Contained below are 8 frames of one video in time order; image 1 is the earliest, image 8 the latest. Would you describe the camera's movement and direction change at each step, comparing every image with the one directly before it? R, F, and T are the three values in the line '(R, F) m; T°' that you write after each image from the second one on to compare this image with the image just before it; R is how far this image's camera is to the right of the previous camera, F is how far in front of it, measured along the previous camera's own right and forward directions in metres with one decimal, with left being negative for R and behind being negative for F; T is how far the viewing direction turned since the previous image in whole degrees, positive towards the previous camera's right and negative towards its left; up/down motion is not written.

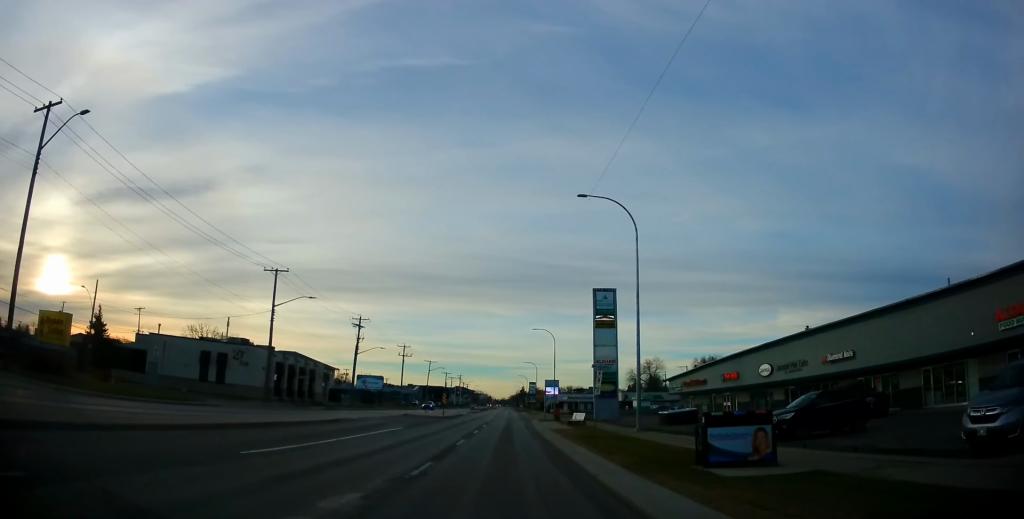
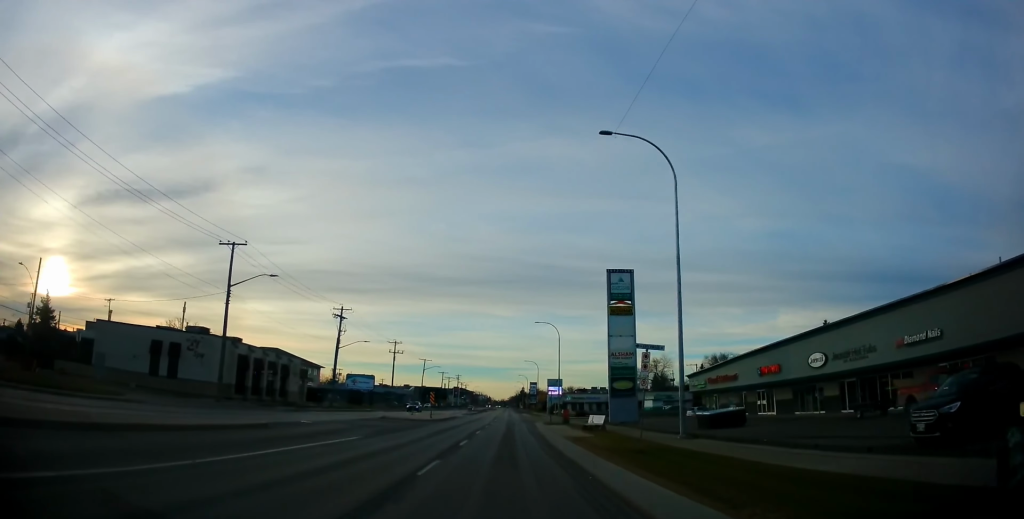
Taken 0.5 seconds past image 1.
(+0.1, +8.4) m; 0°
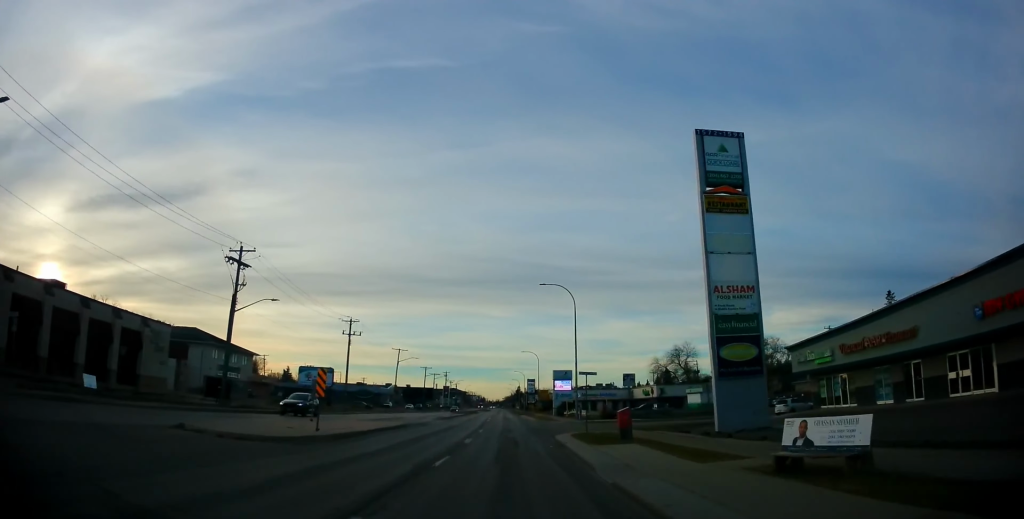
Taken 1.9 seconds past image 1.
(-0.1, +25.5) m; 0°
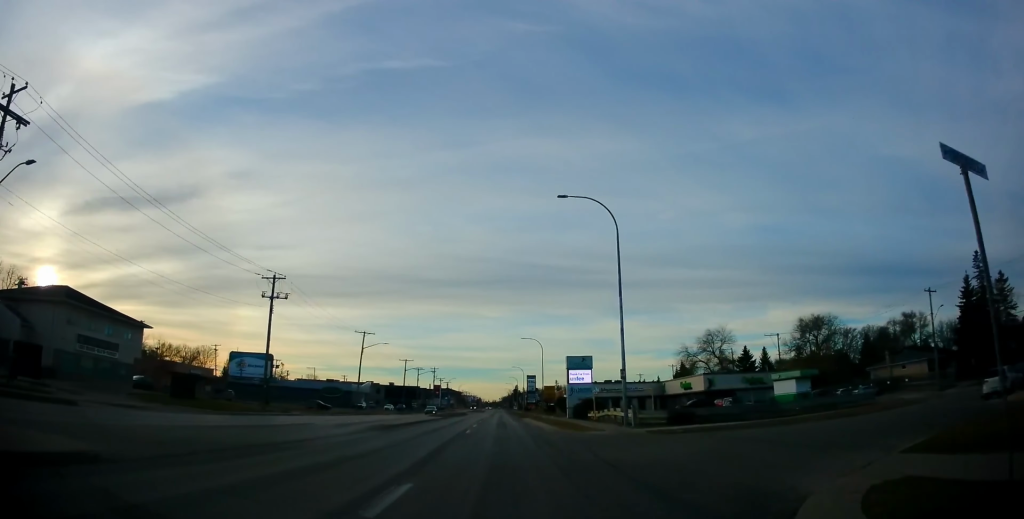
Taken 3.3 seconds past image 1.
(0.0, +24.5) m; -1°
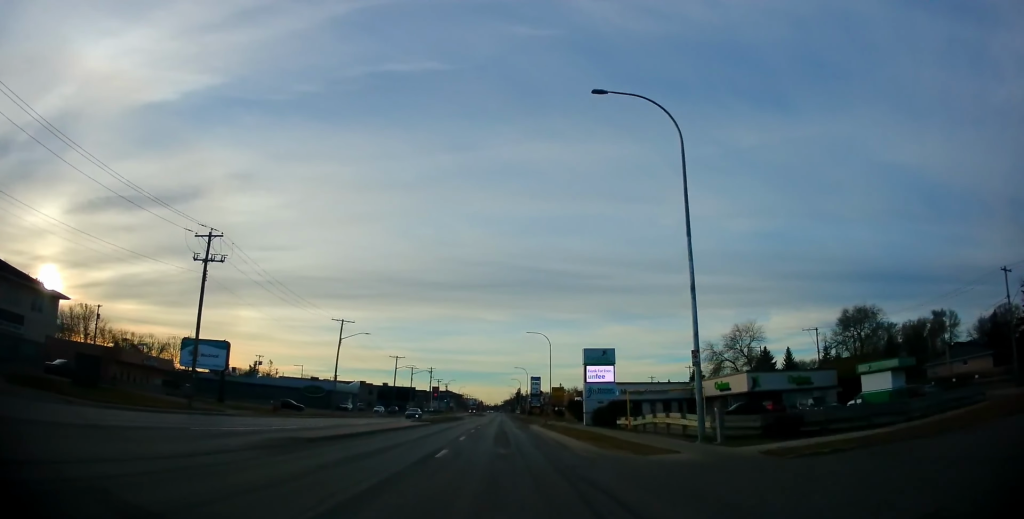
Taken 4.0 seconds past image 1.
(-0.2, +12.6) m; 0°
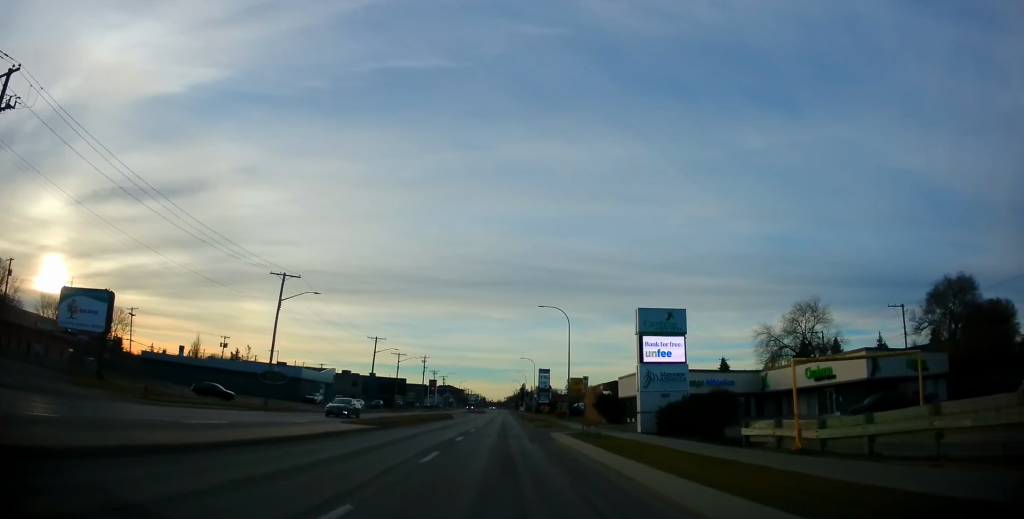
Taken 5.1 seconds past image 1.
(+0.2, +20.9) m; +1°
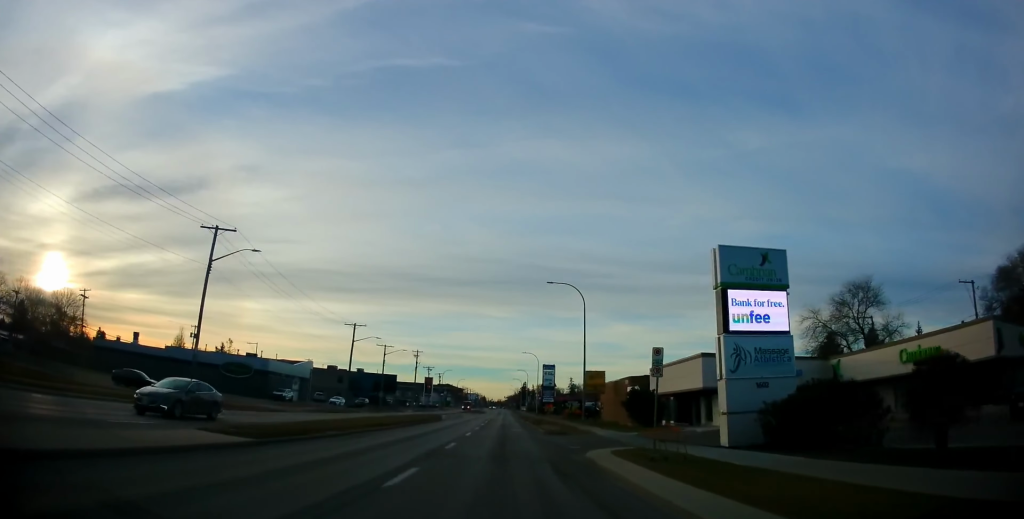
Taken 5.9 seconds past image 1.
(+0.1, +13.2) m; 0°
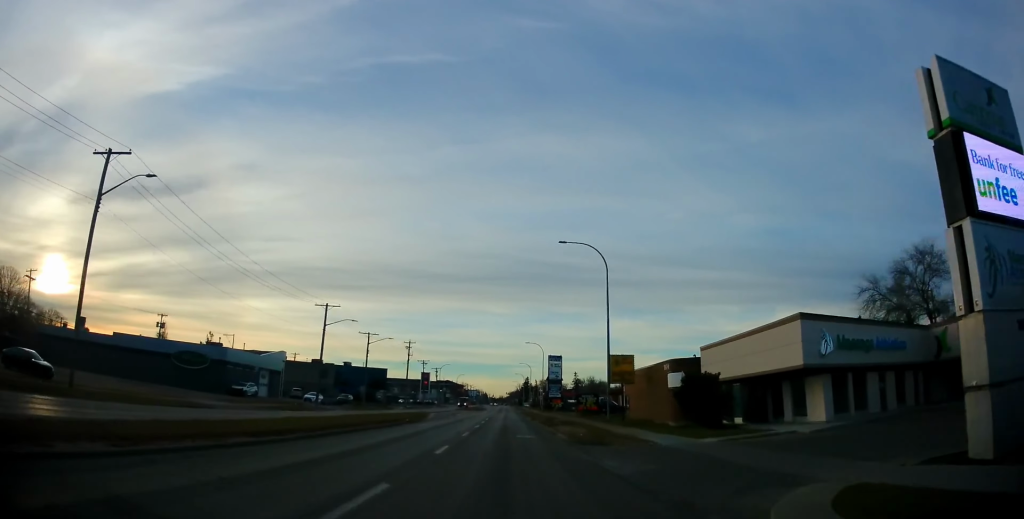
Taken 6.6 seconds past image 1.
(0.0, +12.6) m; 0°
